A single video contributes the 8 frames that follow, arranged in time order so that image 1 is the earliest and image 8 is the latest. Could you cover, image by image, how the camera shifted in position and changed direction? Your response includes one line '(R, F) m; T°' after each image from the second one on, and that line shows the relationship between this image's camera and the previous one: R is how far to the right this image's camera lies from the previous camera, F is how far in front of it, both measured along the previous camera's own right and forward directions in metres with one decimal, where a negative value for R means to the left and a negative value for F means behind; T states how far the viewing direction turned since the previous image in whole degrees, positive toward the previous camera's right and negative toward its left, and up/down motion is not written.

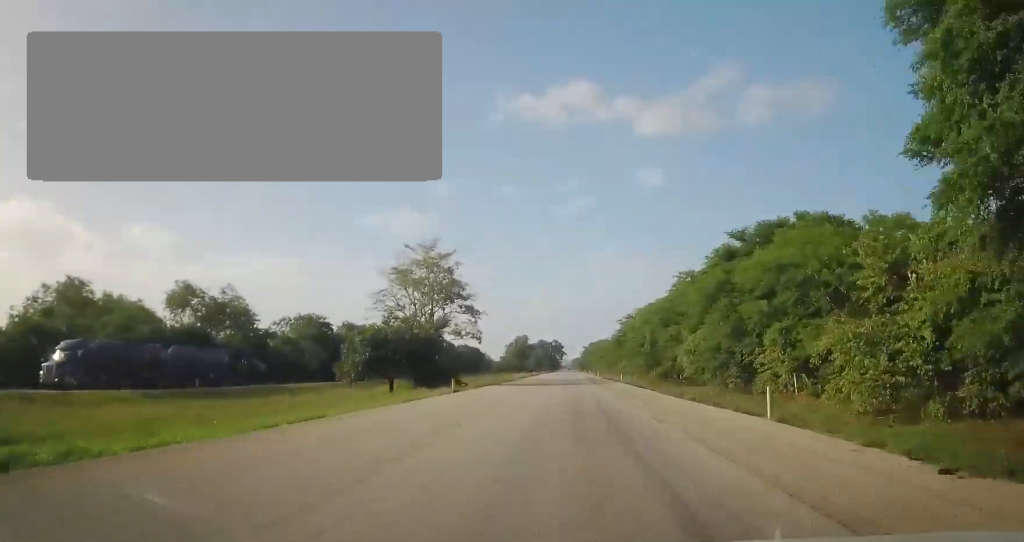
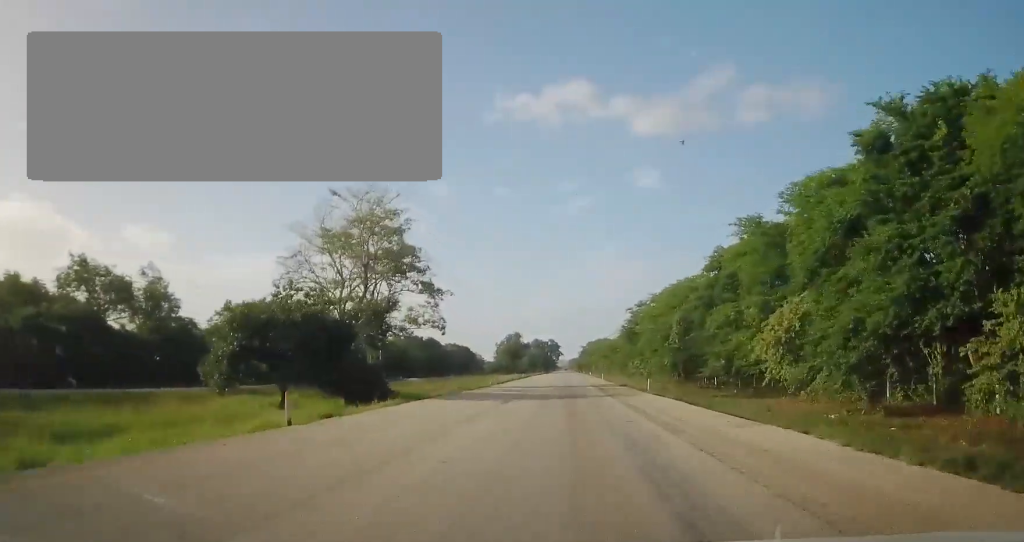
(-0.1, +20.2) m; +1°
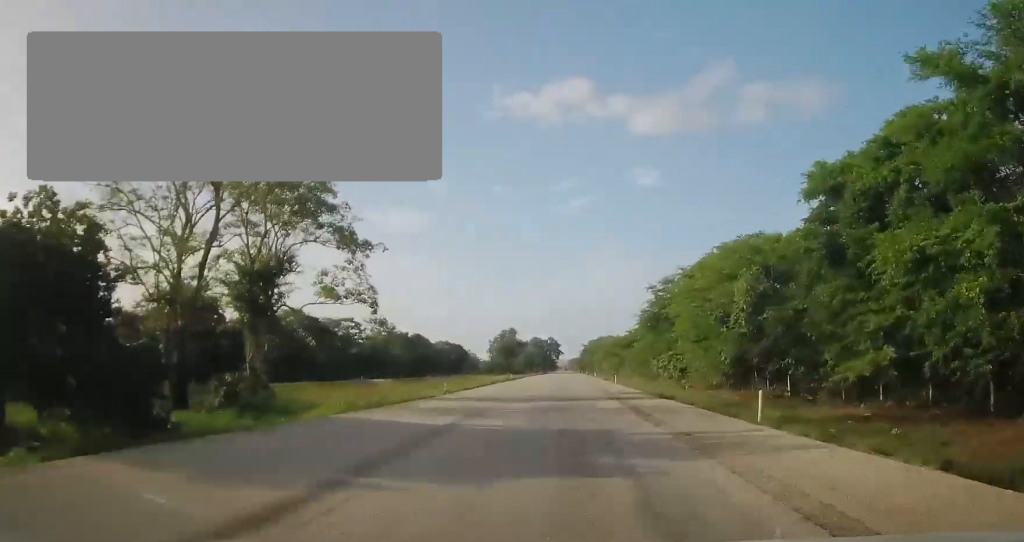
(+0.4, +19.7) m; 0°
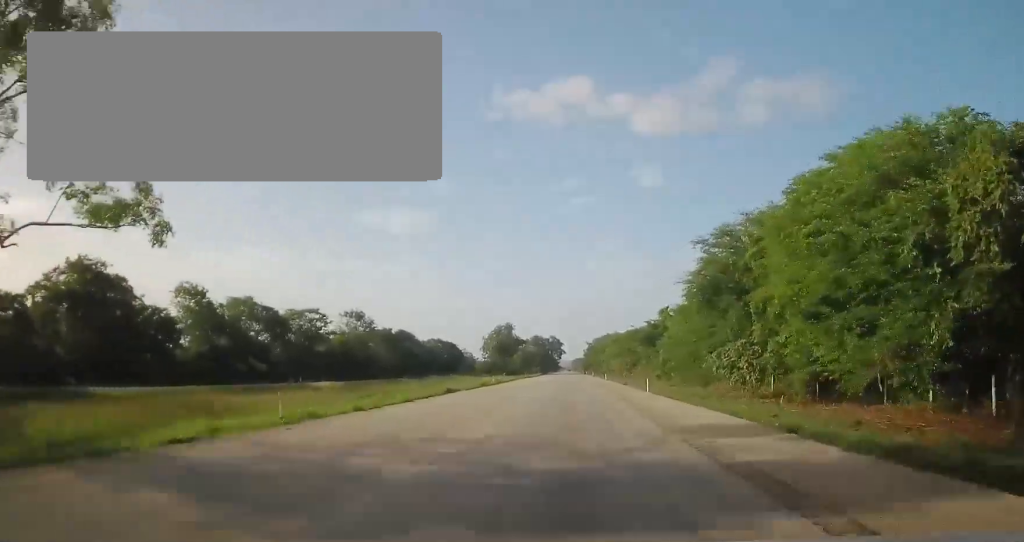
(0.0, +20.2) m; 0°
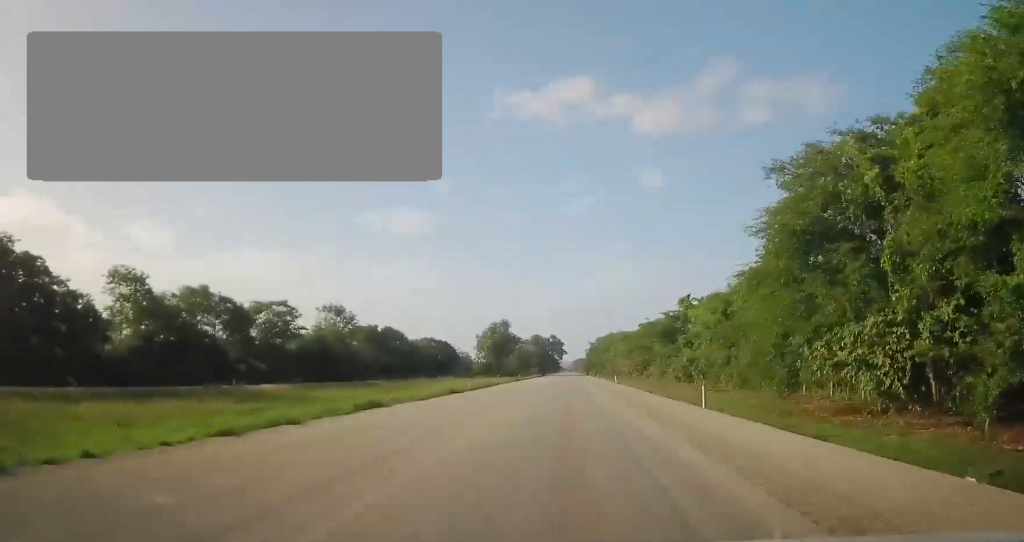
(-0.2, +13.7) m; -1°
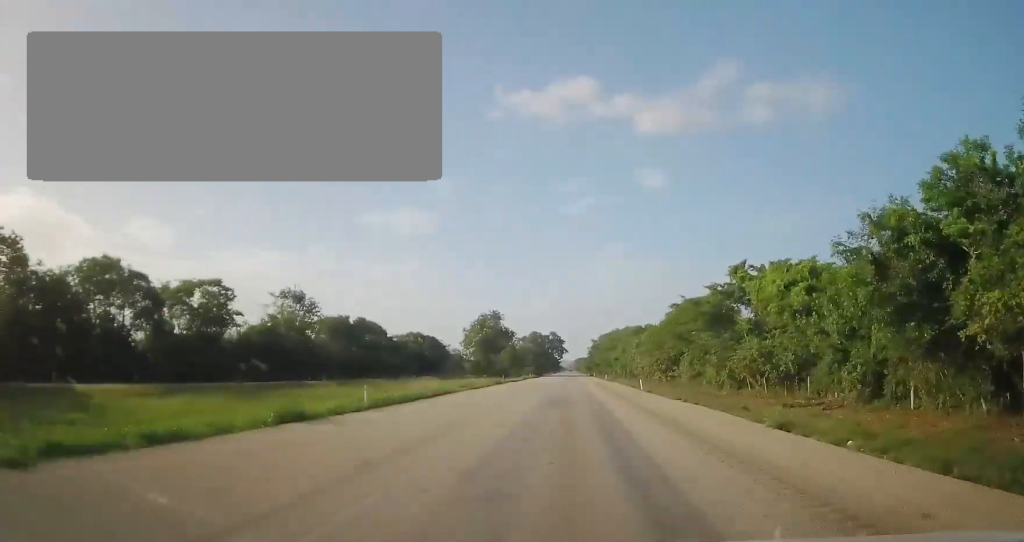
(-0.1, +20.8) m; 0°
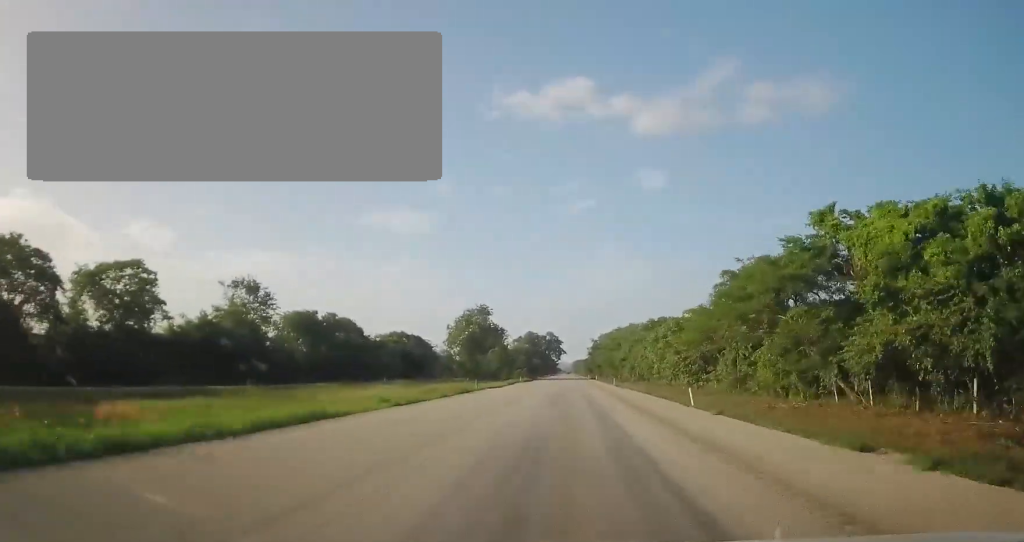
(0.0, +16.6) m; 0°
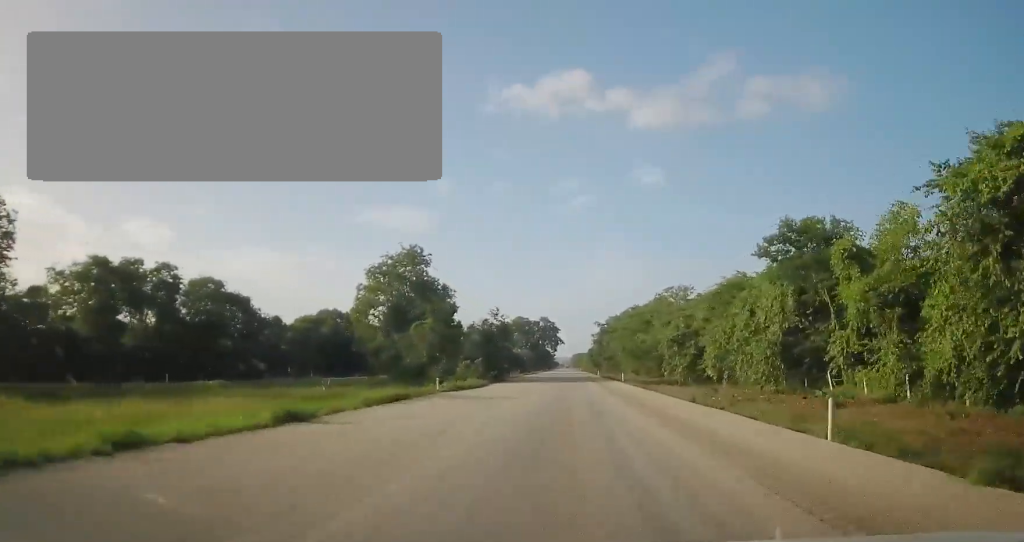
(0.0, +52.1) m; 0°
